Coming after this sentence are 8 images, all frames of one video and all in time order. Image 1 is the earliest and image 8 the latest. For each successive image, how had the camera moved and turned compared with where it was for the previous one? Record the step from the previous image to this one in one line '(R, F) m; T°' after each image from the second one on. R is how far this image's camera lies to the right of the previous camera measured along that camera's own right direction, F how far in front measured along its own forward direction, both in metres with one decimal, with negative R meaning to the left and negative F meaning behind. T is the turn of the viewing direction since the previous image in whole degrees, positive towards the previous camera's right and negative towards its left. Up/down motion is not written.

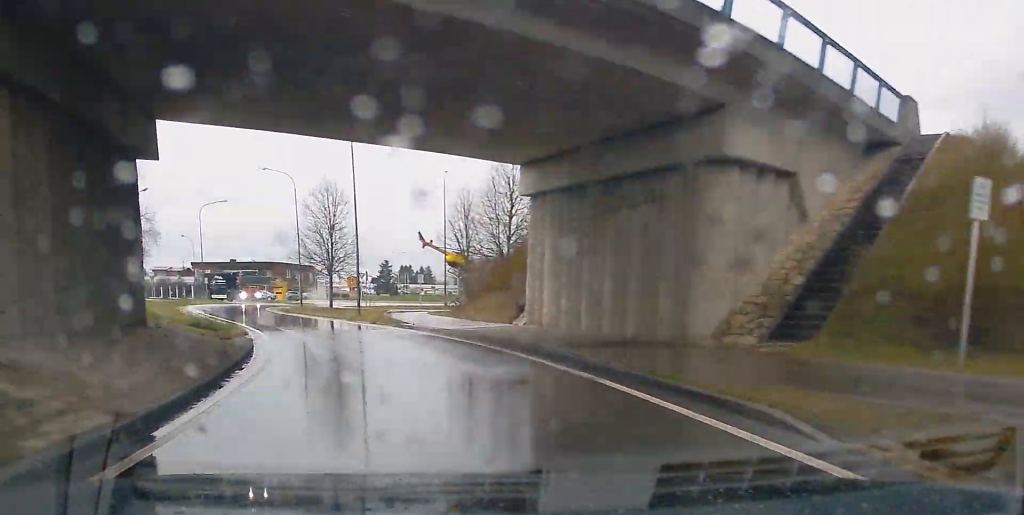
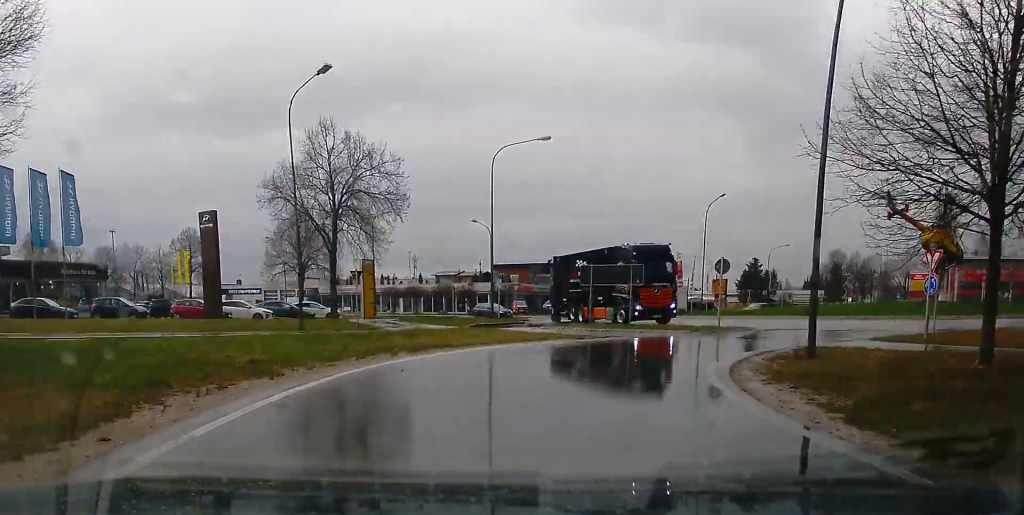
(-8.6, +38.1) m; -15°
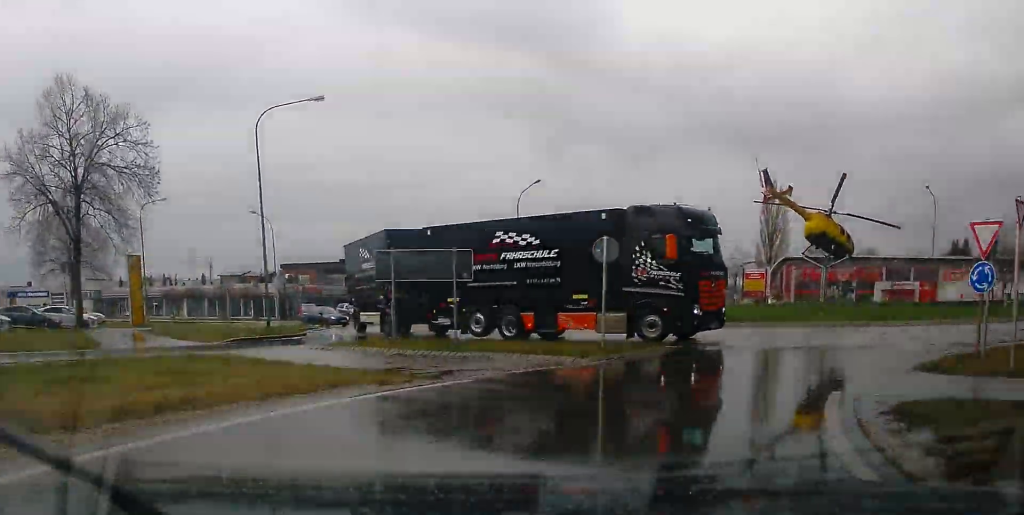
(+0.1, +9.8) m; +3°
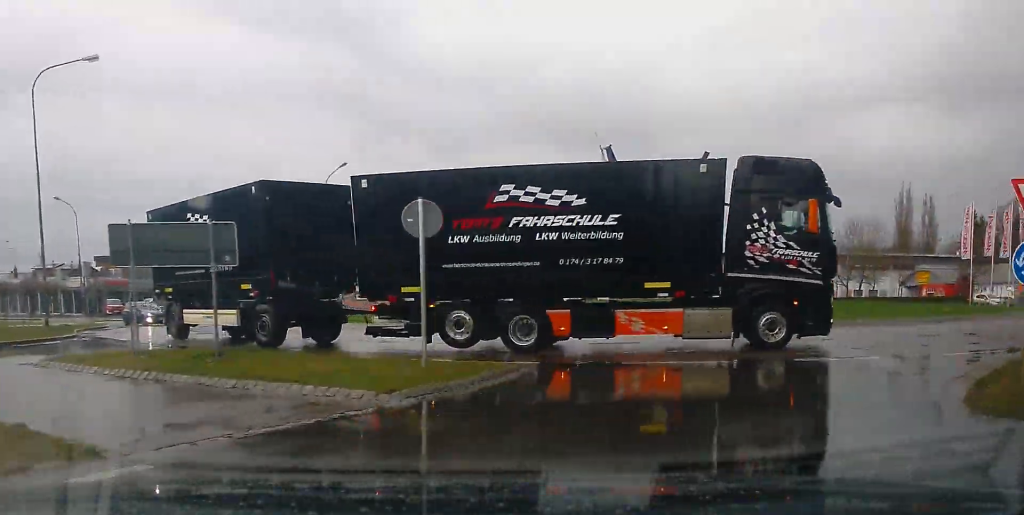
(+0.2, +5.8) m; +4°
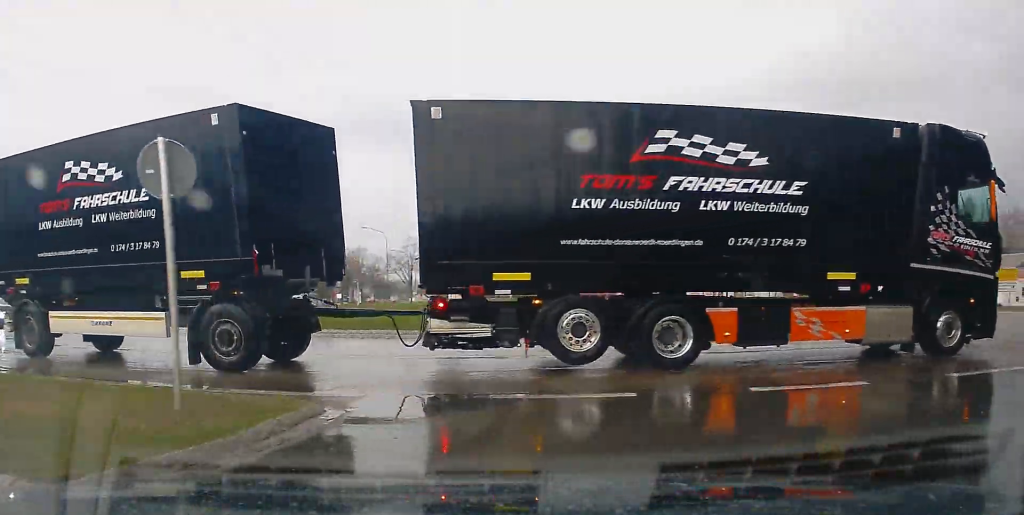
(+0.2, +3.7) m; +6°
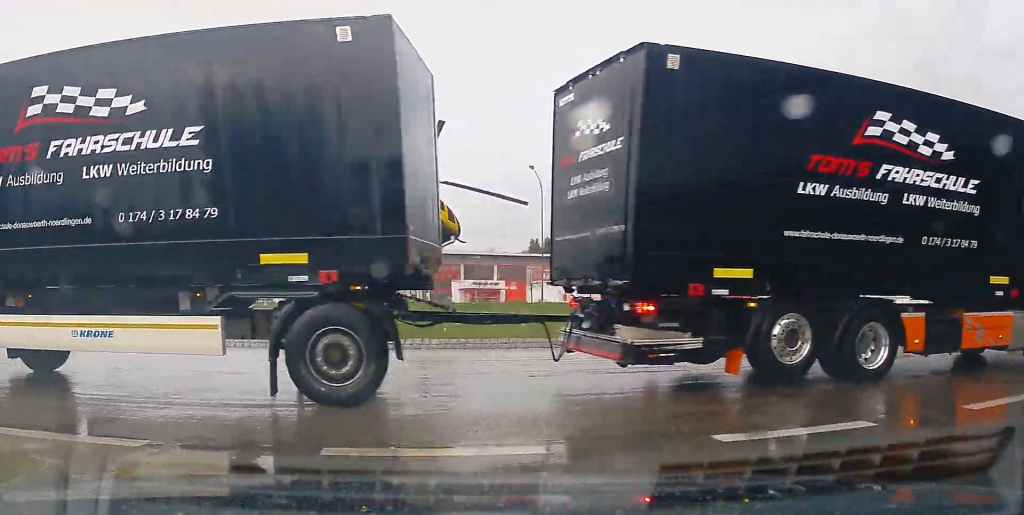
(+0.1, +2.9) m; +6°
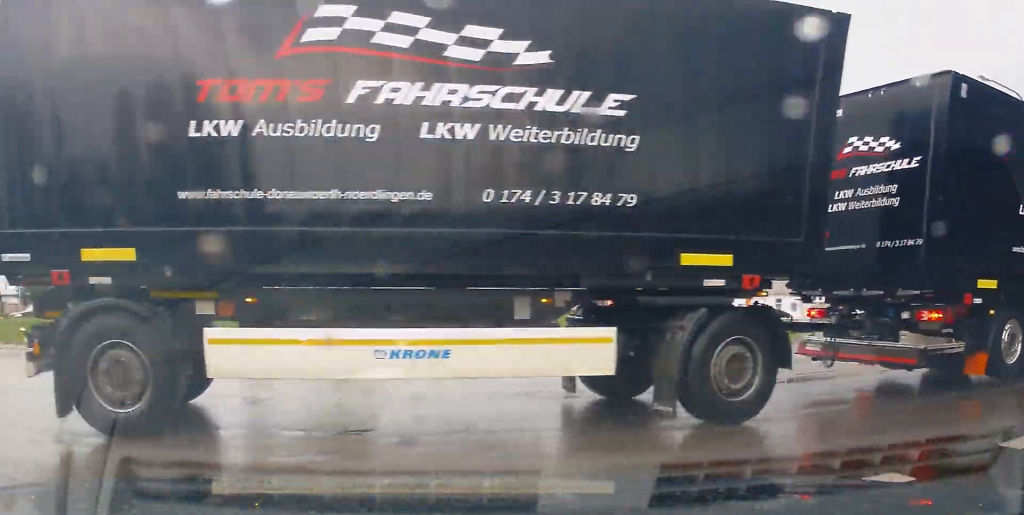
(+0.2, +3.0) m; +12°
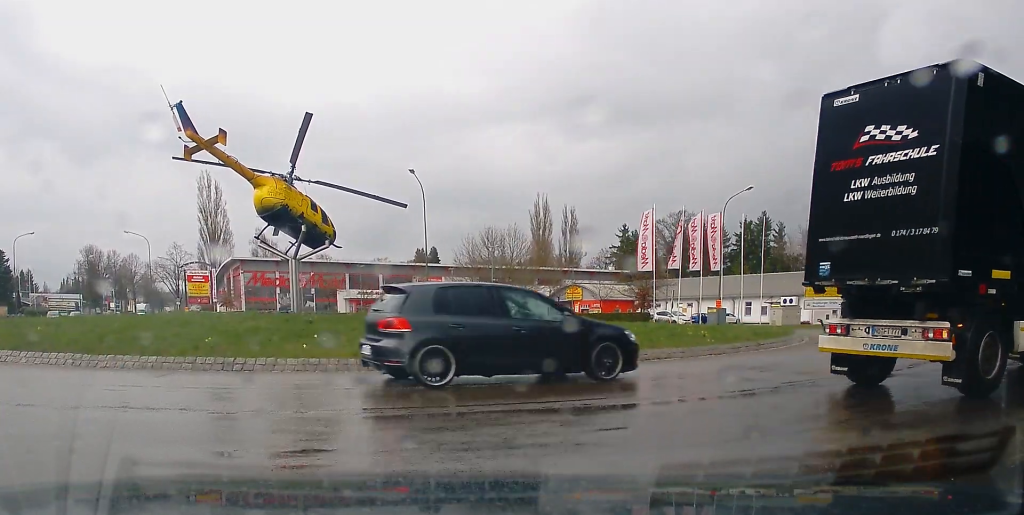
(+3.4, +5.9) m; +51°
